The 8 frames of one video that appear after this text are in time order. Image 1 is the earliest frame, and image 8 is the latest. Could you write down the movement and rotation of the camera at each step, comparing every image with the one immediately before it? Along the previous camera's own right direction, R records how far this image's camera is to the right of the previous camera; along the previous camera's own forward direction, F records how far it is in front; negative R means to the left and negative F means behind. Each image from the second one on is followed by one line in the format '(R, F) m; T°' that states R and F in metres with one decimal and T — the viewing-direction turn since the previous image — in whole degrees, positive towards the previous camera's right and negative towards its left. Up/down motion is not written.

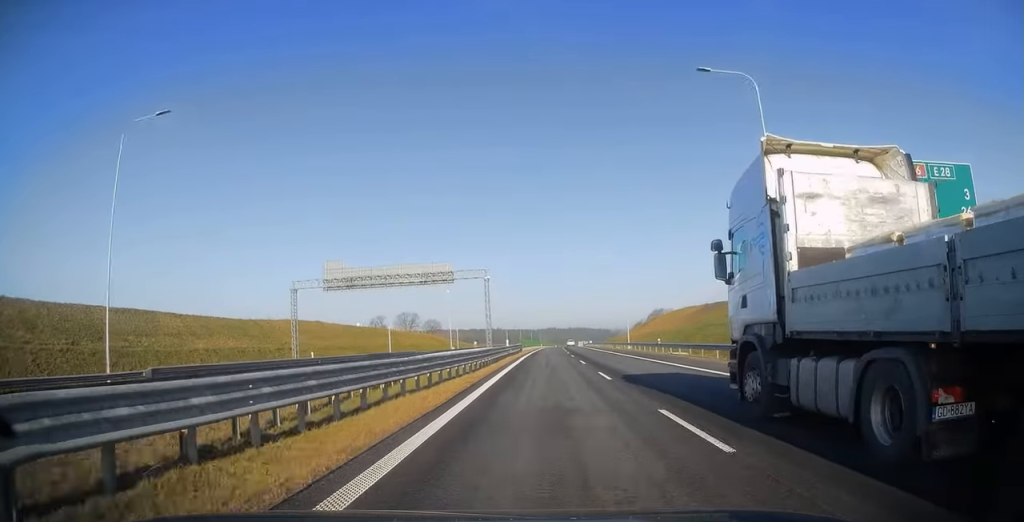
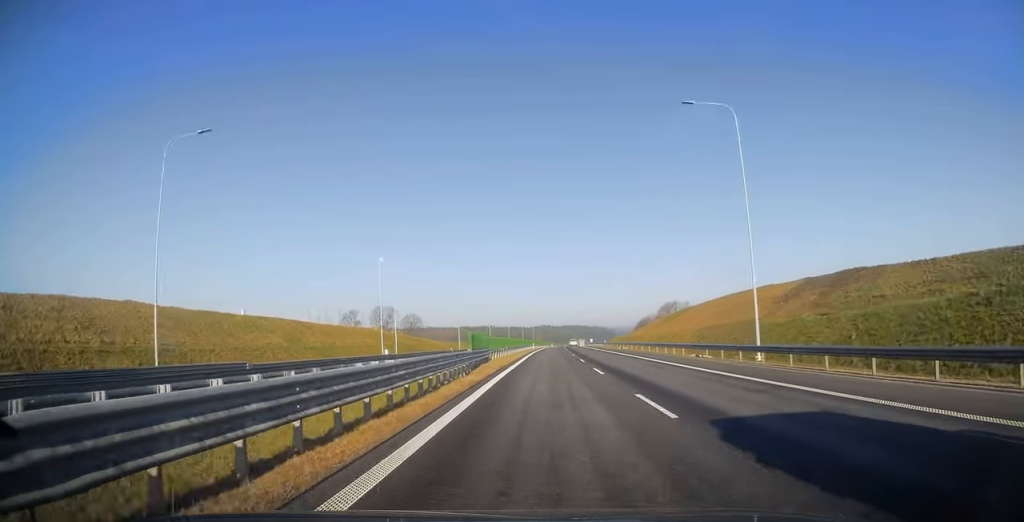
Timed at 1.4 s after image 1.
(+0.3, +45.2) m; 0°
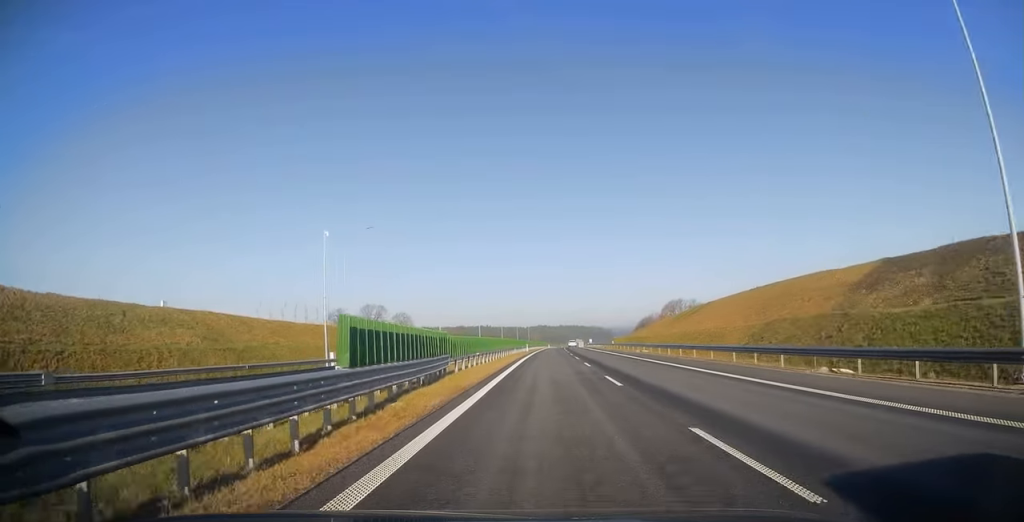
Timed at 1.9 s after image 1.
(-0.1, +17.1) m; 0°
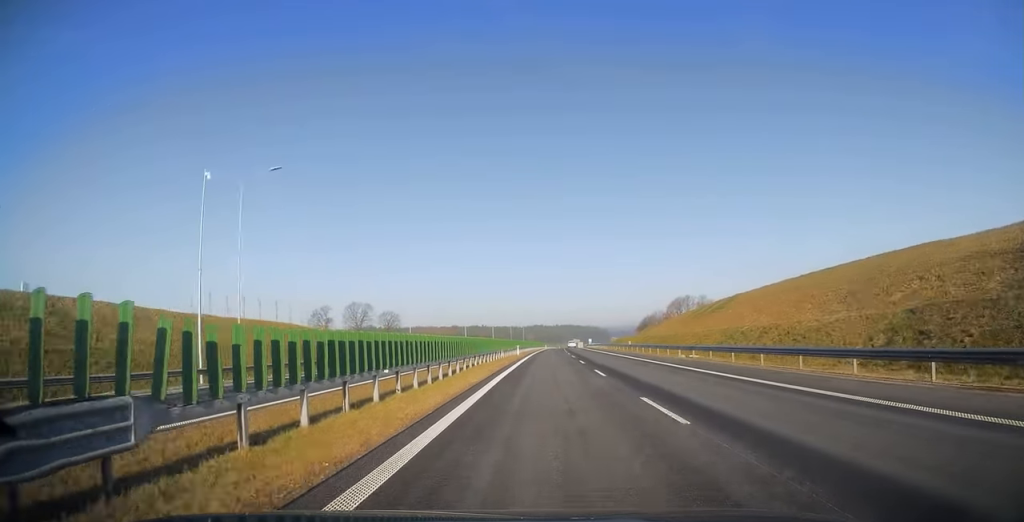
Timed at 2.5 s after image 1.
(+0.3, +19.7) m; 0°
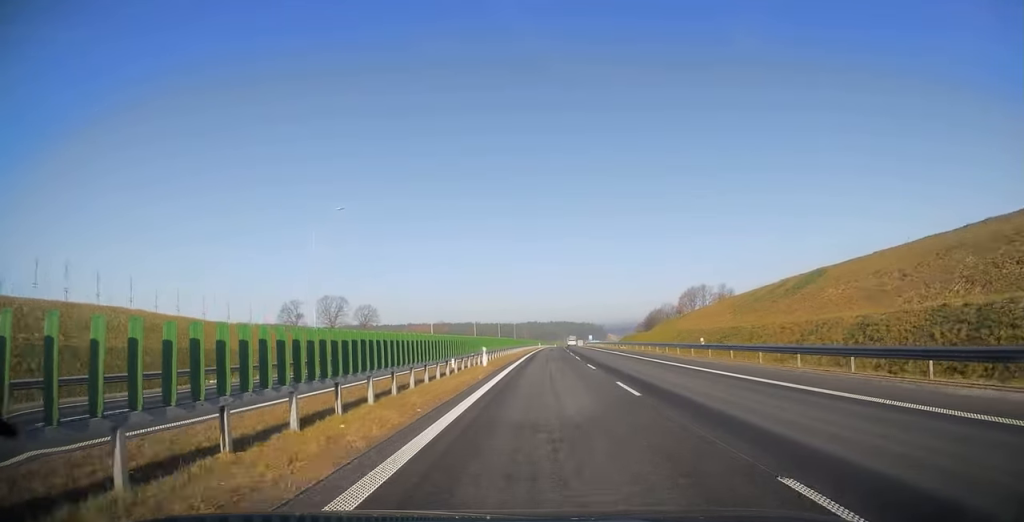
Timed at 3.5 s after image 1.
(+0.1, +31.8) m; +1°
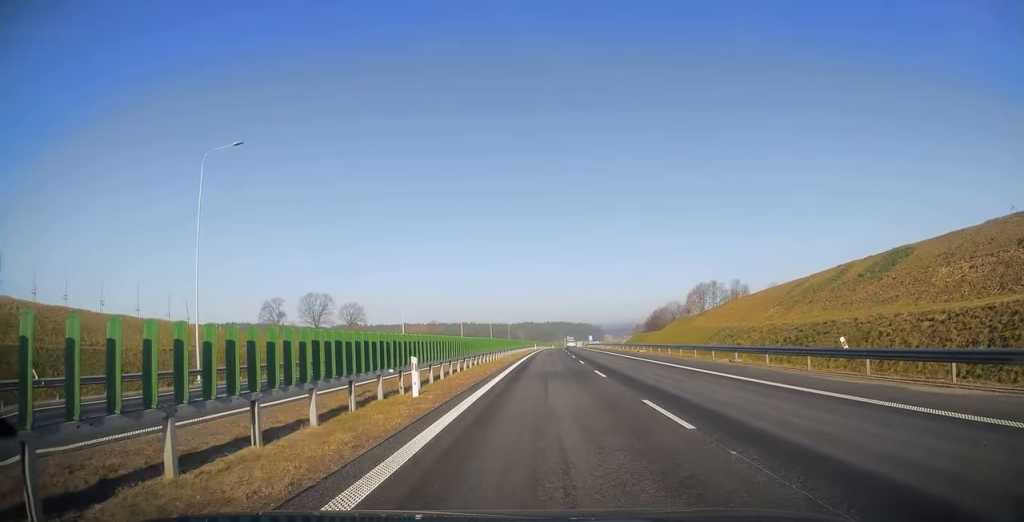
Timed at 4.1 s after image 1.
(+0.1, +16.9) m; +1°
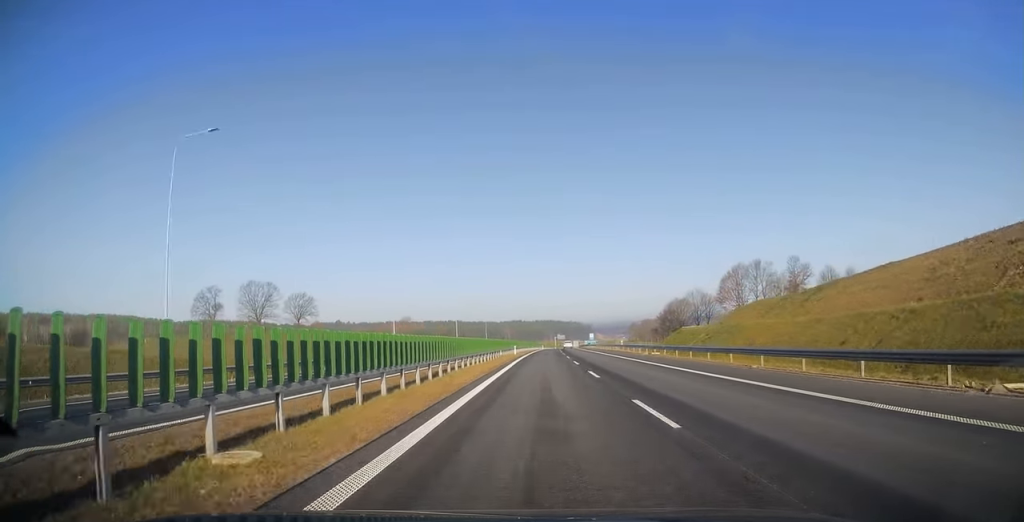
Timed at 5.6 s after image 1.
(+0.6, +48.2) m; 0°
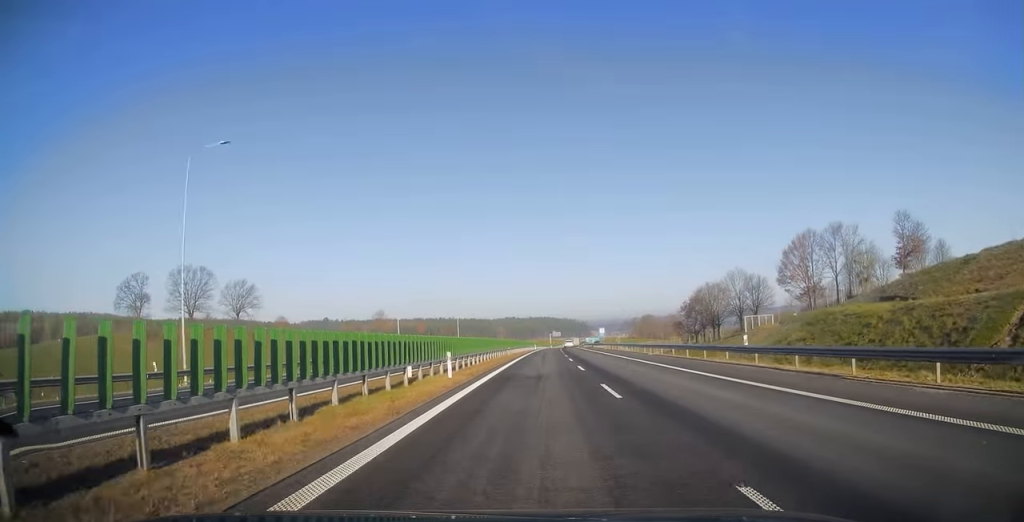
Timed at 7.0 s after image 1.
(-0.2, +43.9) m; +1°
